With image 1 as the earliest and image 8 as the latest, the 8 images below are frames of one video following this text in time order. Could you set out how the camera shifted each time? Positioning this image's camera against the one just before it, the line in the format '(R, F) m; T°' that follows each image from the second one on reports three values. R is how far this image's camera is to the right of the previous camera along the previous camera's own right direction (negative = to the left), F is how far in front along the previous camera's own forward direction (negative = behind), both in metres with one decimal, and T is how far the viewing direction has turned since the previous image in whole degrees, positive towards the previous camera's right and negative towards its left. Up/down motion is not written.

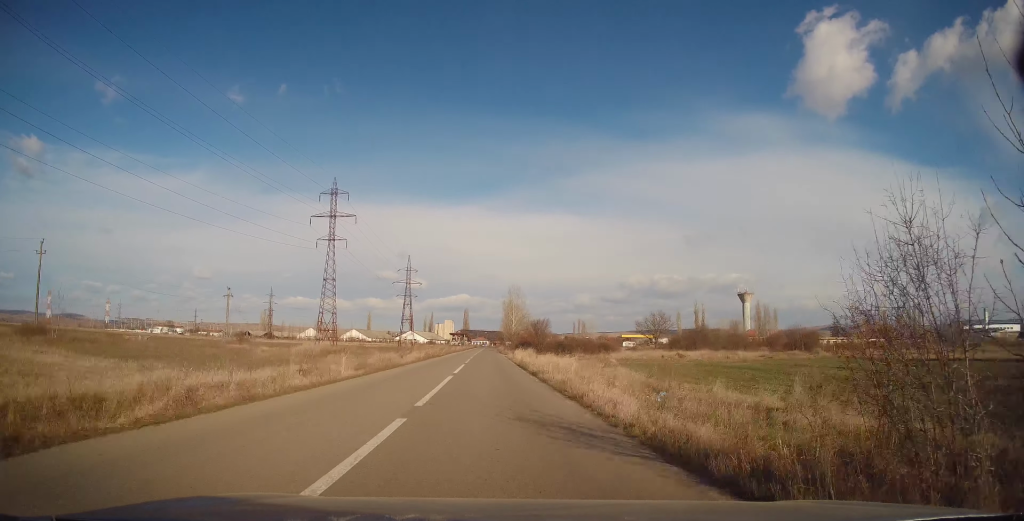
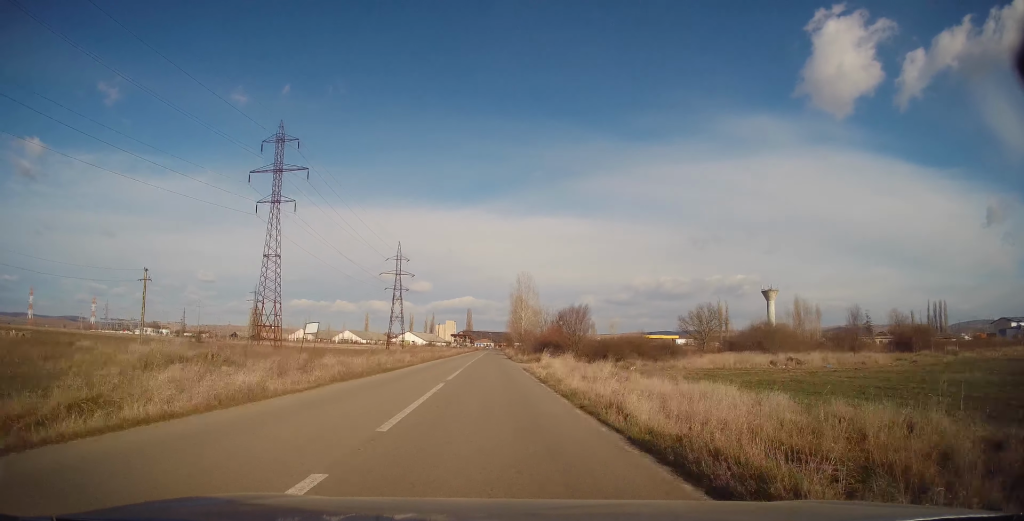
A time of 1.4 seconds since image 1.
(+0.2, +28.2) m; 0°
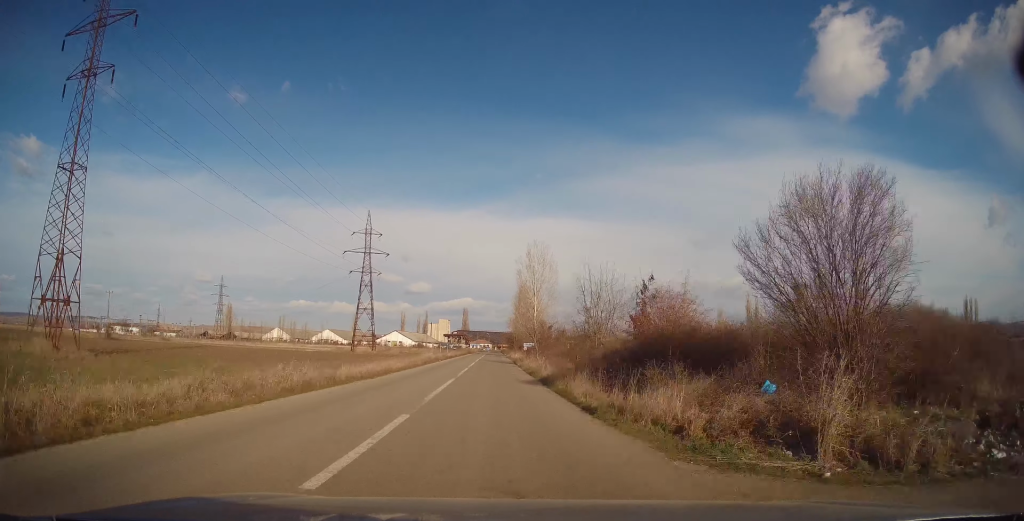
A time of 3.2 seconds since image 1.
(0.0, +37.4) m; 0°
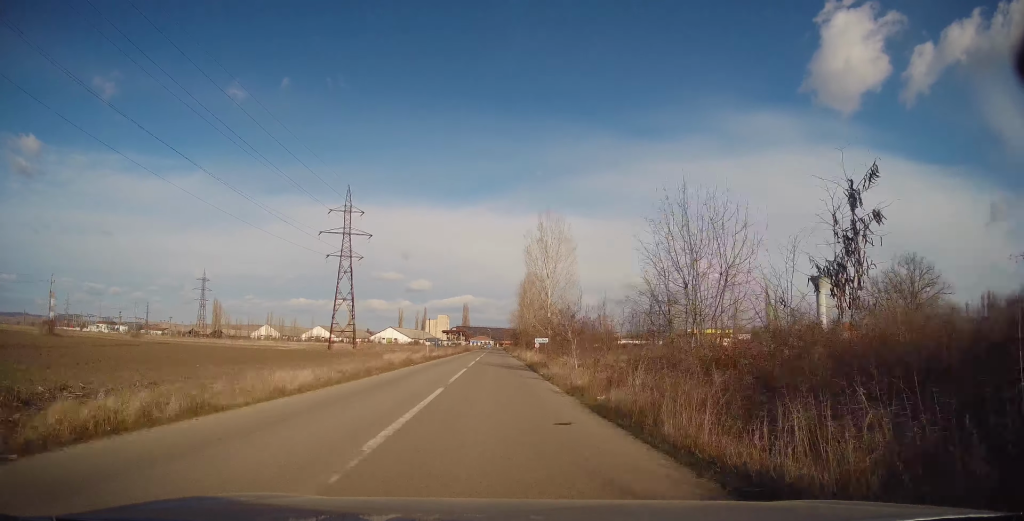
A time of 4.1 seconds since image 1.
(-0.3, +17.5) m; 0°
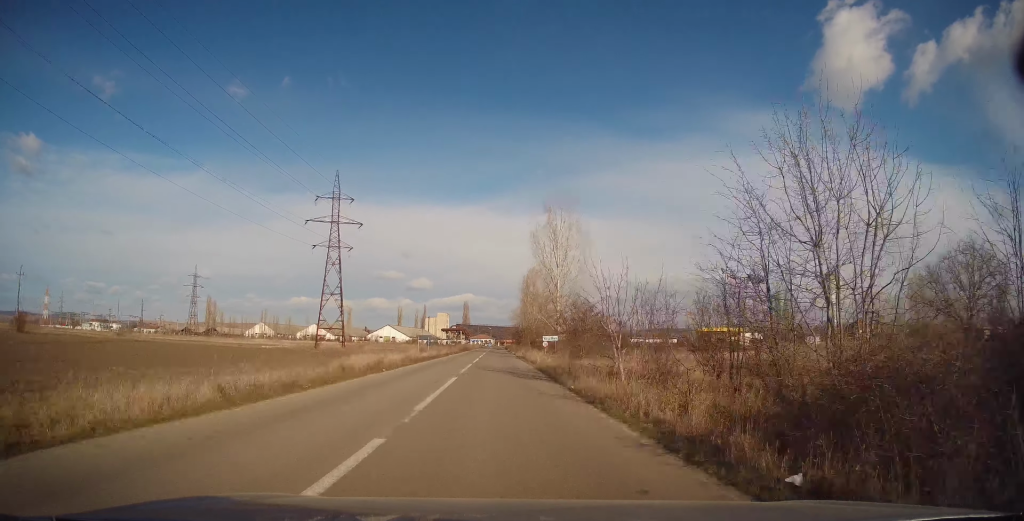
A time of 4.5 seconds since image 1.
(0.0, +8.2) m; 0°
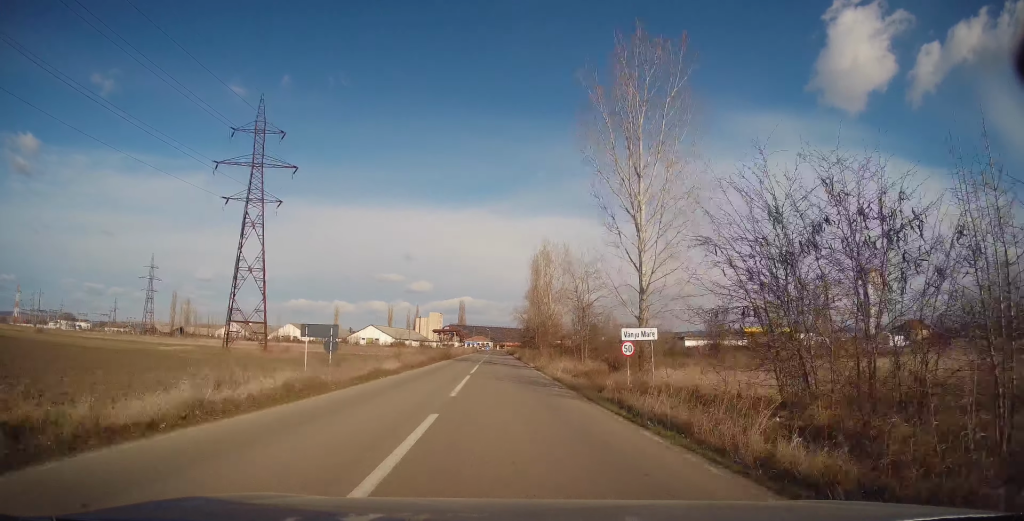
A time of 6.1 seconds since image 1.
(+0.1, +32.2) m; 0°
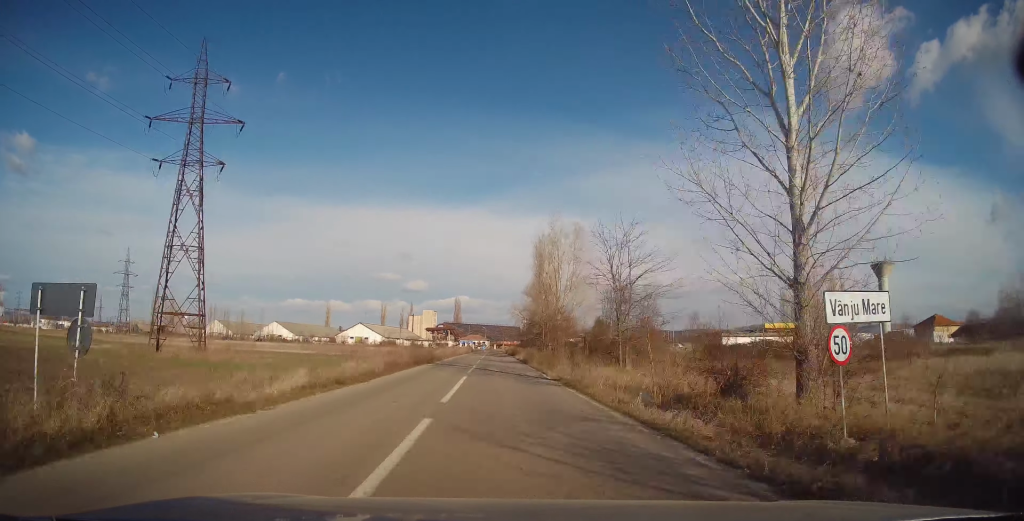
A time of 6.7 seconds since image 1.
(+0.1, +13.6) m; 0°
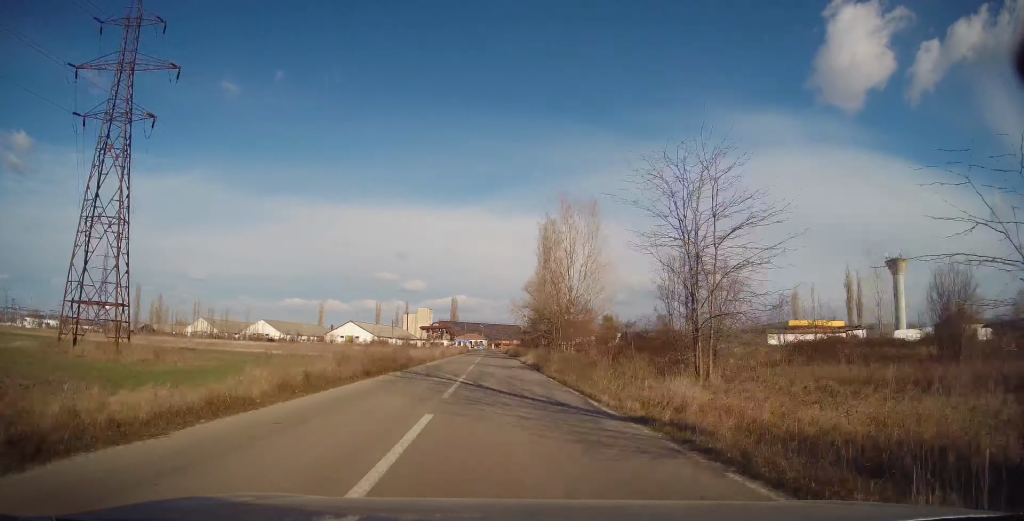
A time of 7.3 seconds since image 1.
(+0.1, +11.2) m; 0°
